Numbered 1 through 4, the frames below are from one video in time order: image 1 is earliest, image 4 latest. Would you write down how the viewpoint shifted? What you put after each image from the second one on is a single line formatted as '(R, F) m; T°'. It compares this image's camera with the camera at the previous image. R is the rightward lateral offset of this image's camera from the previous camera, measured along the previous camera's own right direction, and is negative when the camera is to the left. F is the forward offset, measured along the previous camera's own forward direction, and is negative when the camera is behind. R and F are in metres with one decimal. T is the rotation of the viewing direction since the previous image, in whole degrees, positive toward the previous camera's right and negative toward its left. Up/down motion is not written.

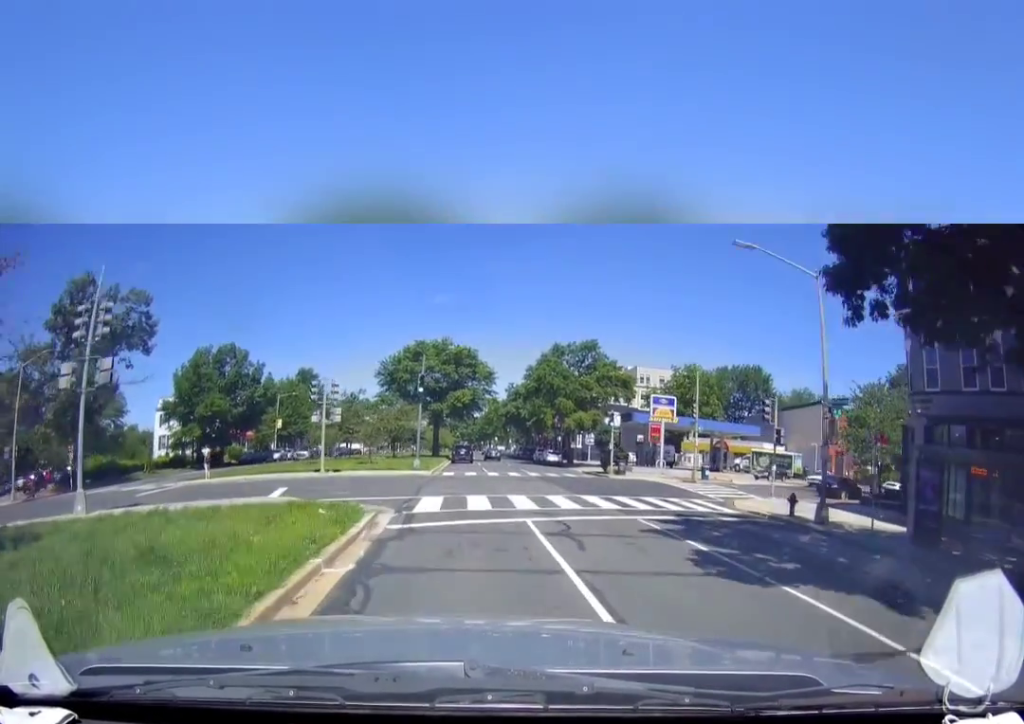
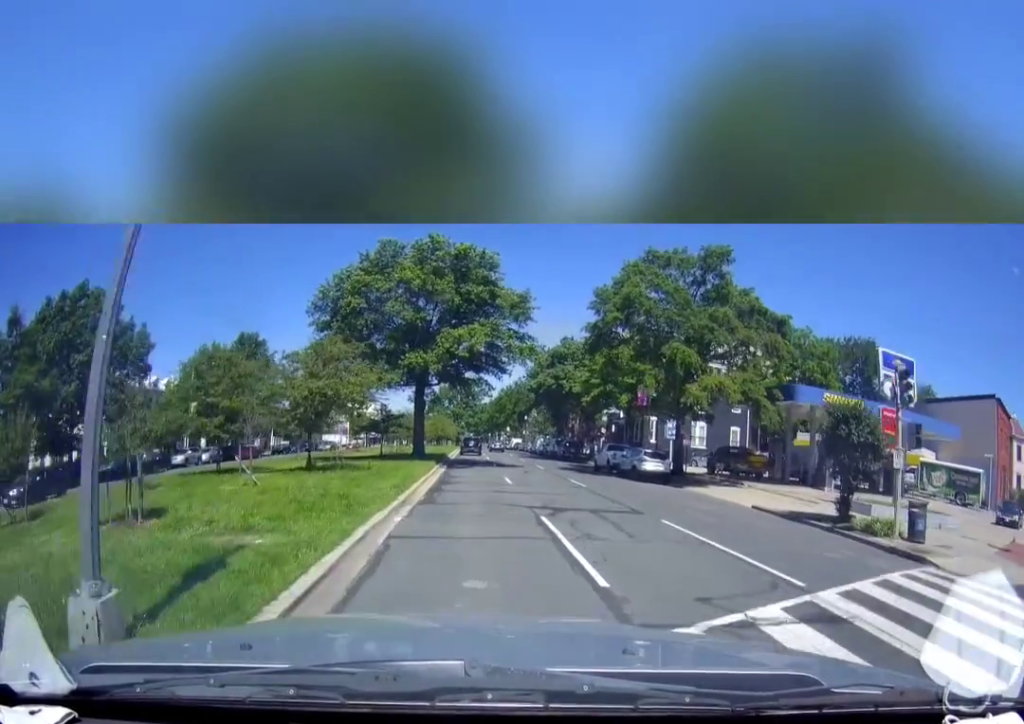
(0.0, +28.8) m; 0°
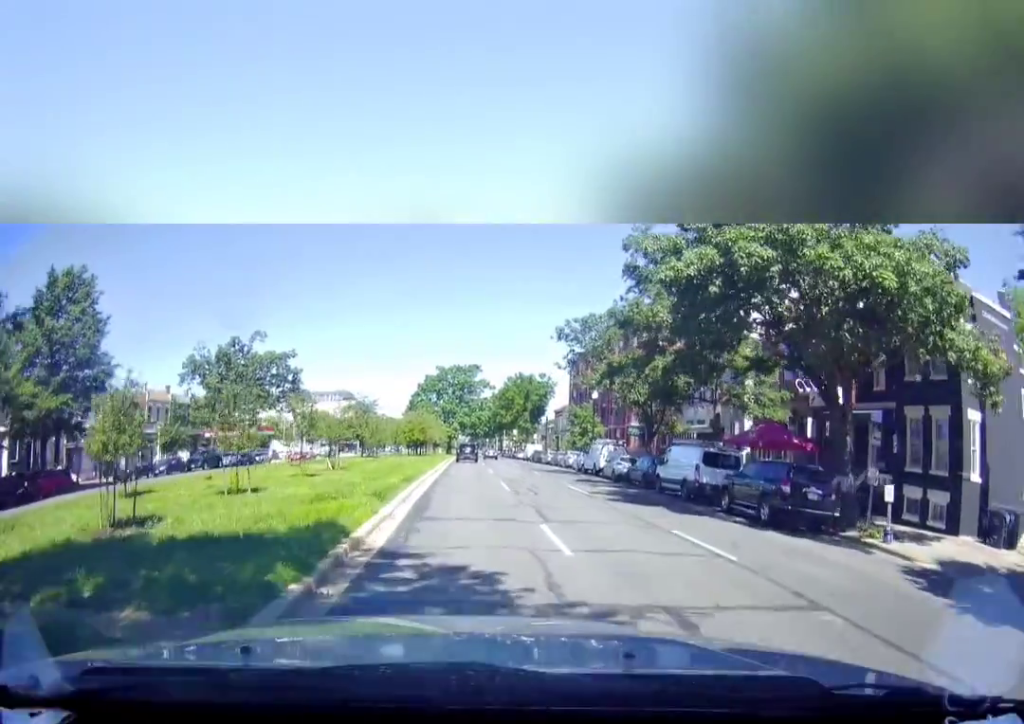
(-0.4, +36.2) m; +1°
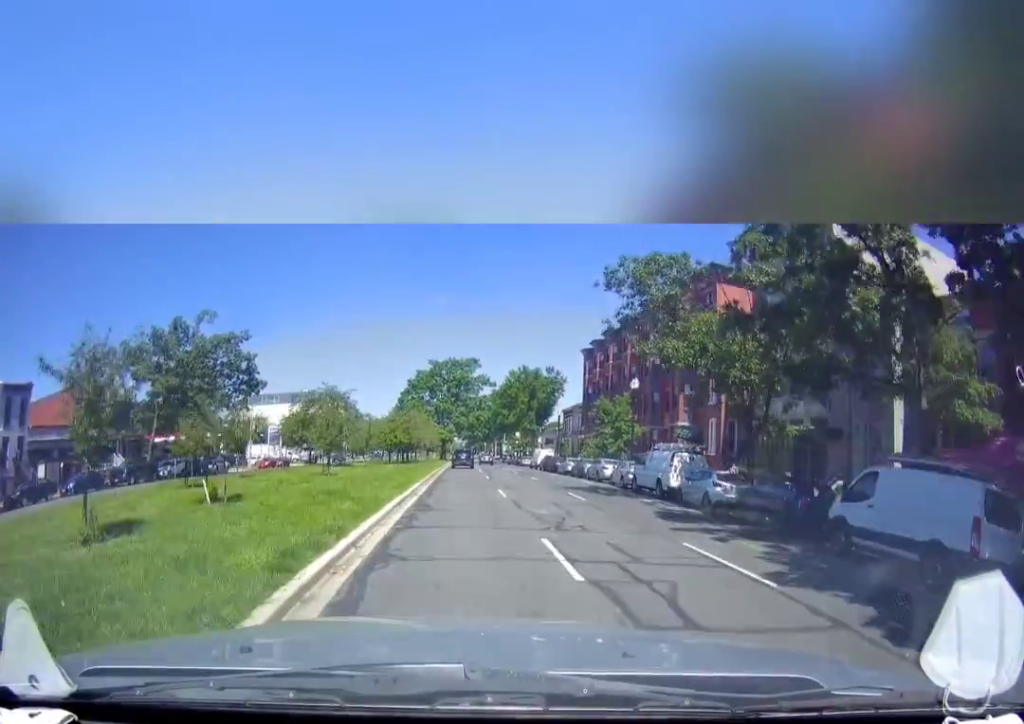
(-0.1, +12.8) m; -3°
